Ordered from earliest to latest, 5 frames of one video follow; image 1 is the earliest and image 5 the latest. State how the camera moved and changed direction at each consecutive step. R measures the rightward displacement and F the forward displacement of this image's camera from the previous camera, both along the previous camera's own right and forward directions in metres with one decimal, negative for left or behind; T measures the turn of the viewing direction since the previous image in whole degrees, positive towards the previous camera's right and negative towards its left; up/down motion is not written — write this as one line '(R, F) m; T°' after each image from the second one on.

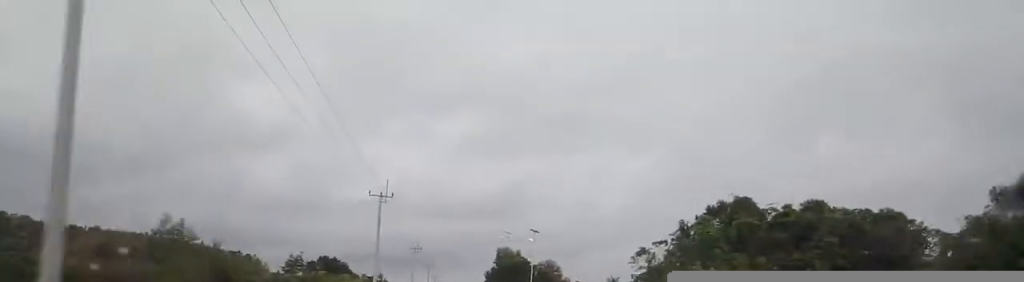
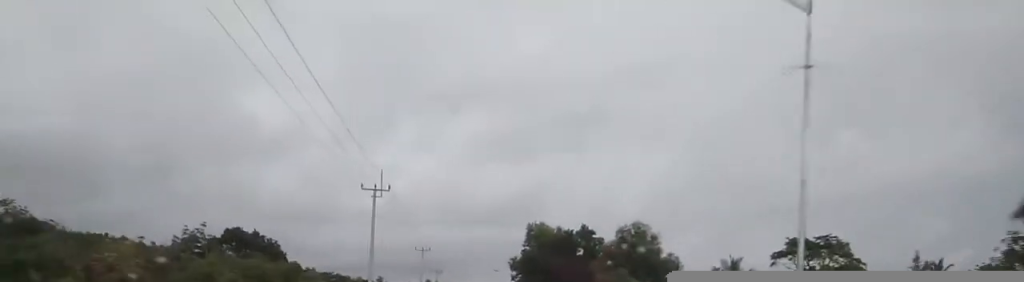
(-0.5, +61.6) m; -2°
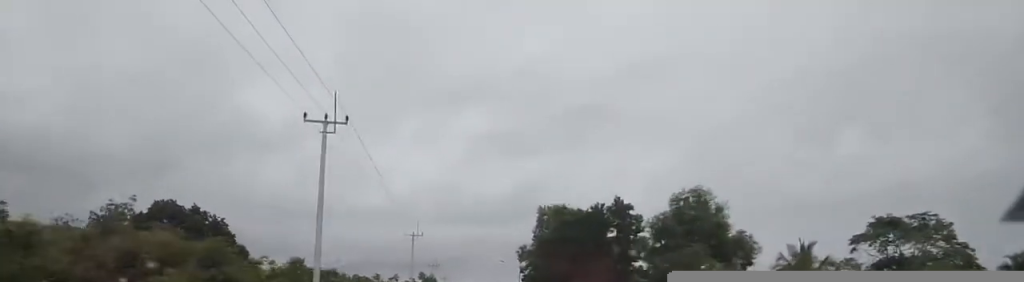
(-0.1, +17.8) m; -1°
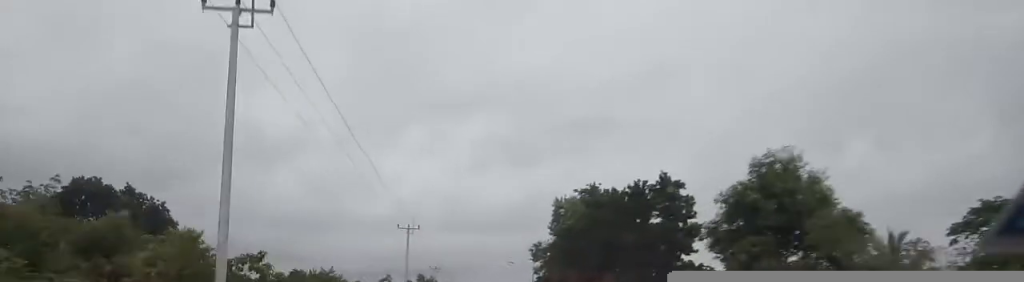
(-0.1, +13.7) m; 0°
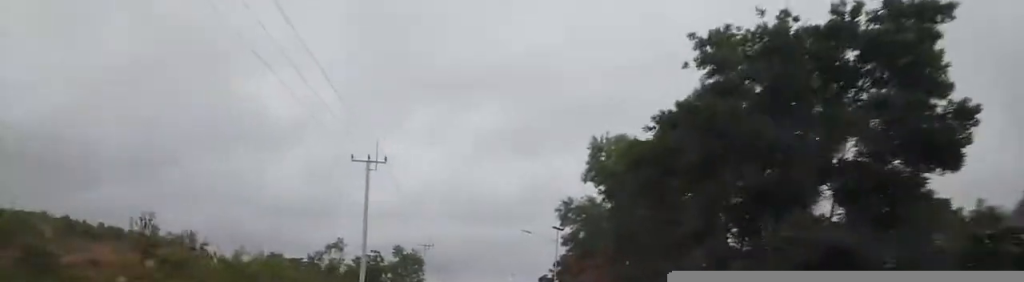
(+0.4, +26.4) m; 0°
